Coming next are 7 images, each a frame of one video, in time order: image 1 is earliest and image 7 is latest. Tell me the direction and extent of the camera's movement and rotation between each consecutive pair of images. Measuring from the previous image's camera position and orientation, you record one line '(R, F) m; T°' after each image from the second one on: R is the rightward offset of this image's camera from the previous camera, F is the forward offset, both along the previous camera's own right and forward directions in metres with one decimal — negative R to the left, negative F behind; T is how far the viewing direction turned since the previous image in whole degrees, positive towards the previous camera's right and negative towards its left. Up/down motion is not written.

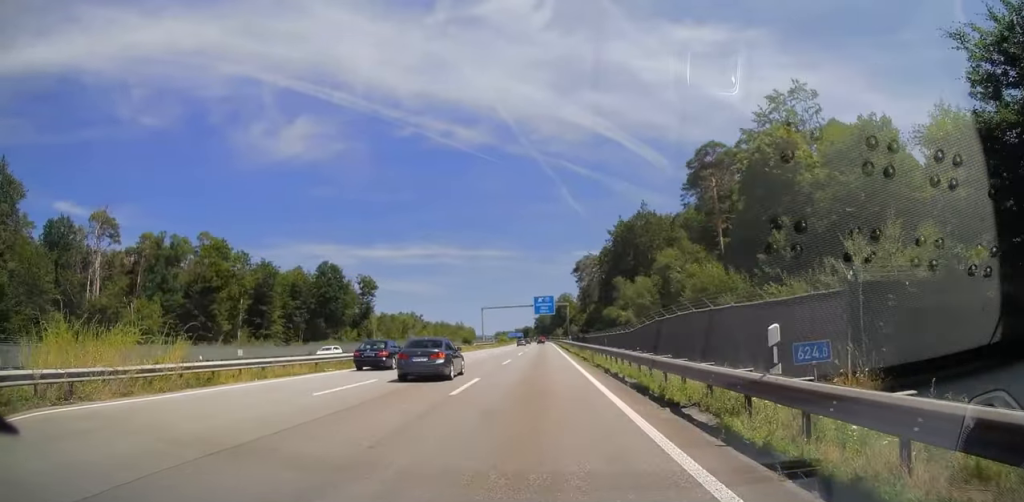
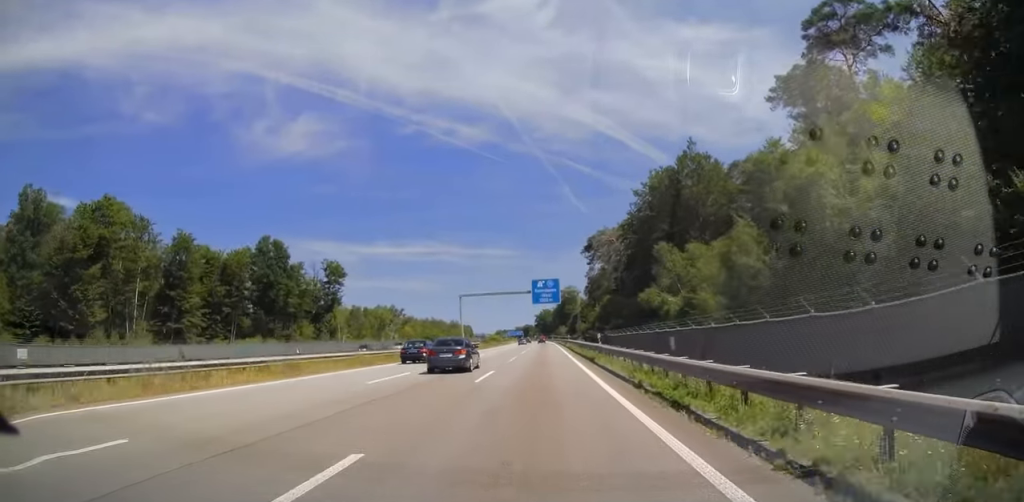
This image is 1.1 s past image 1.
(+0.4, +31.7) m; 0°
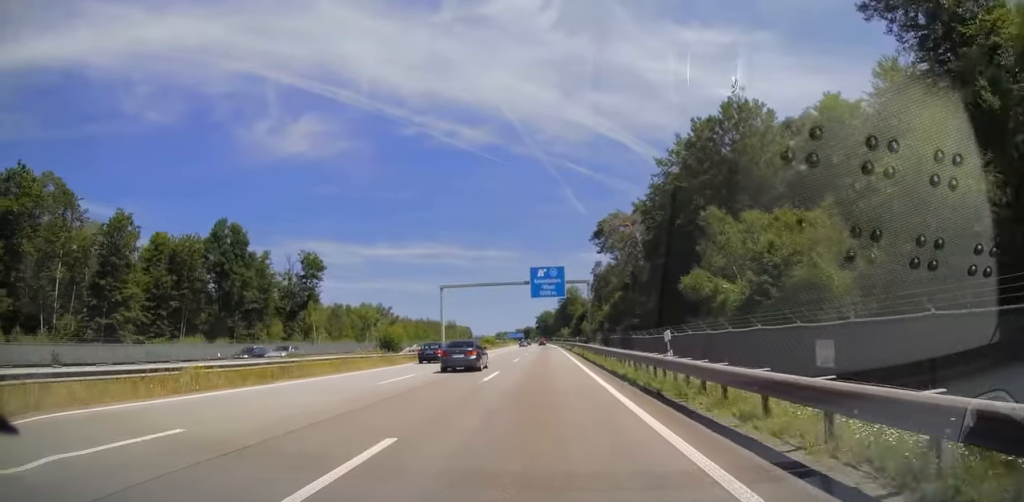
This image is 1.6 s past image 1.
(-0.2, +16.7) m; -1°
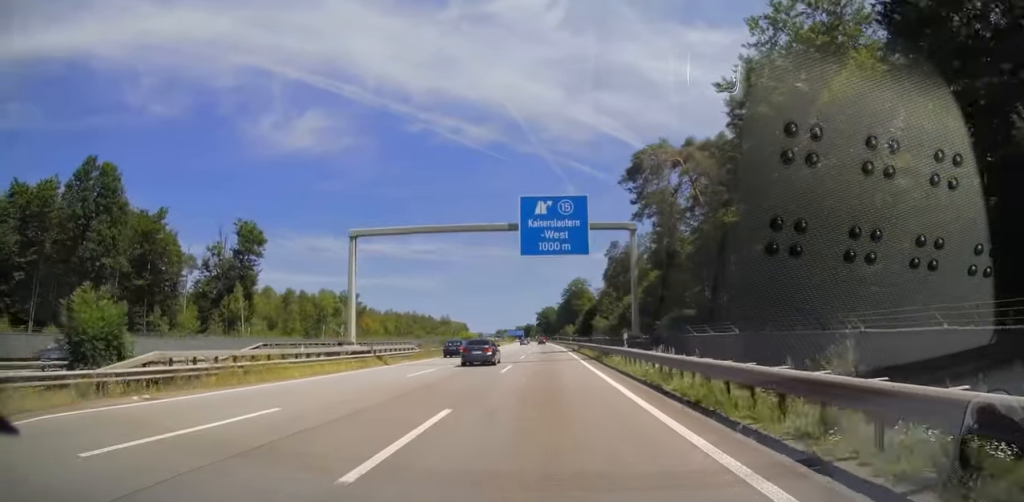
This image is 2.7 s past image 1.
(-0.2, +32.8) m; 0°
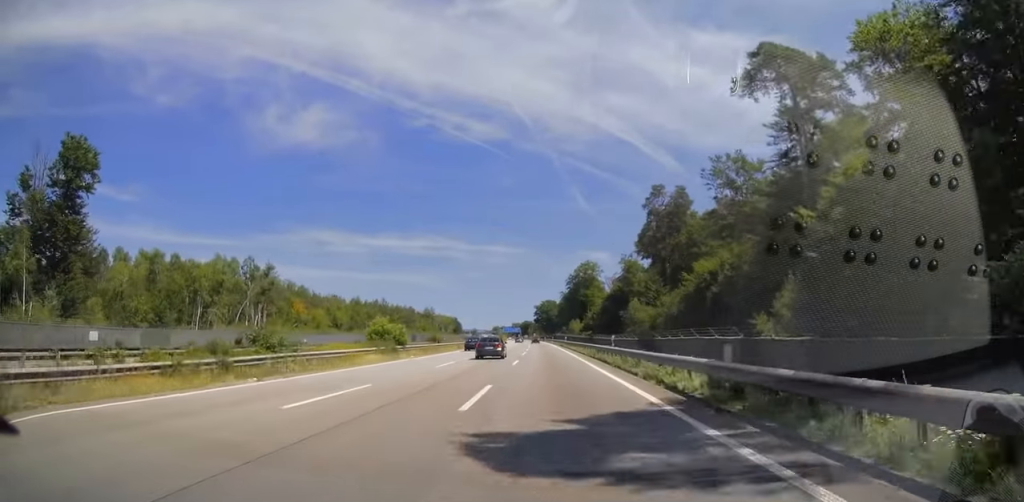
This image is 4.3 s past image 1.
(+0.1, +48.4) m; 0°
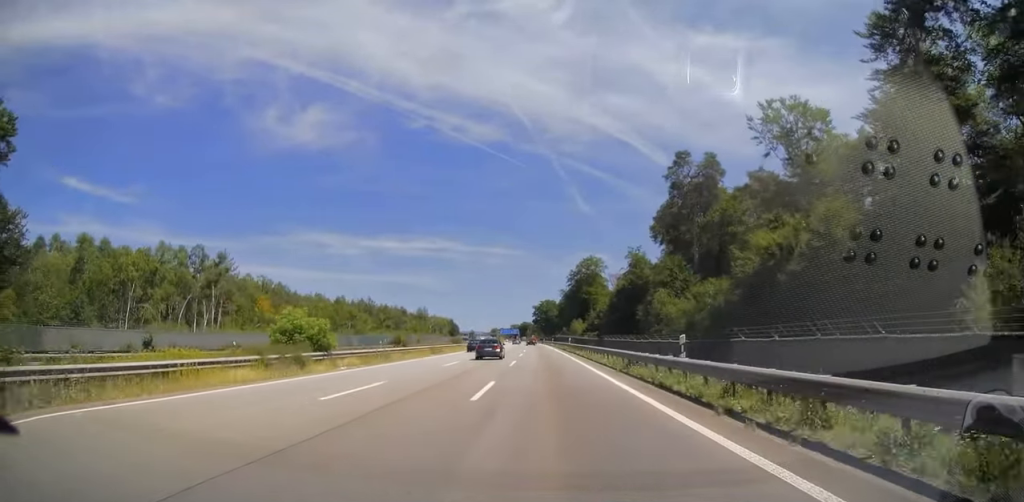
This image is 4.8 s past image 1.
(0.0, +15.7) m; 0°
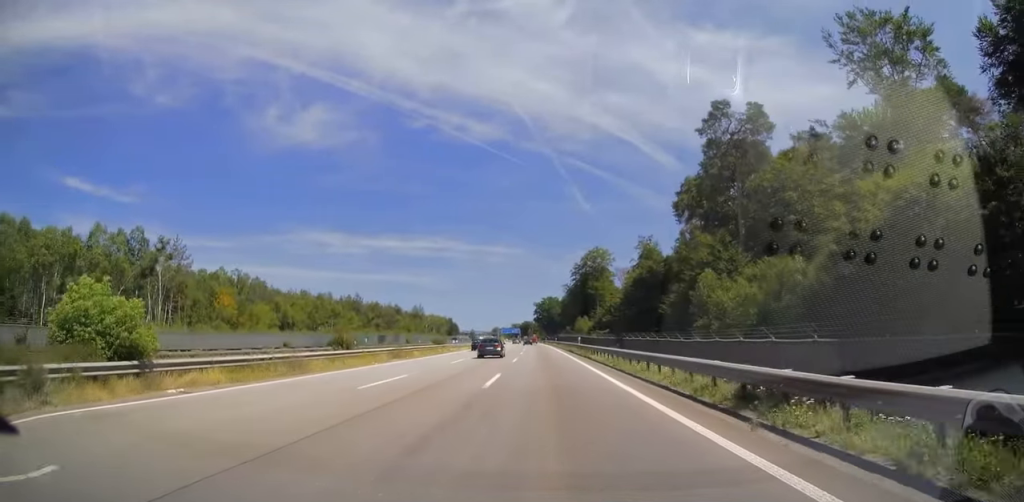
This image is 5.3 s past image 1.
(0.0, +14.6) m; 0°
